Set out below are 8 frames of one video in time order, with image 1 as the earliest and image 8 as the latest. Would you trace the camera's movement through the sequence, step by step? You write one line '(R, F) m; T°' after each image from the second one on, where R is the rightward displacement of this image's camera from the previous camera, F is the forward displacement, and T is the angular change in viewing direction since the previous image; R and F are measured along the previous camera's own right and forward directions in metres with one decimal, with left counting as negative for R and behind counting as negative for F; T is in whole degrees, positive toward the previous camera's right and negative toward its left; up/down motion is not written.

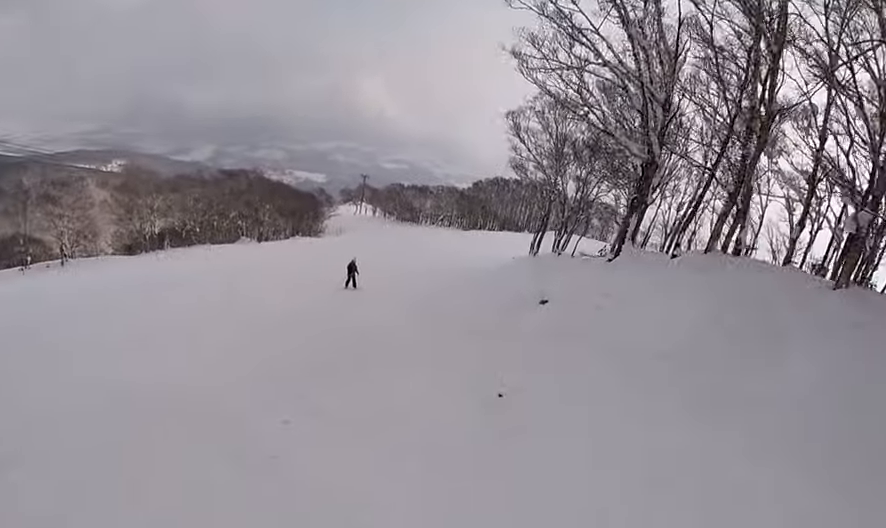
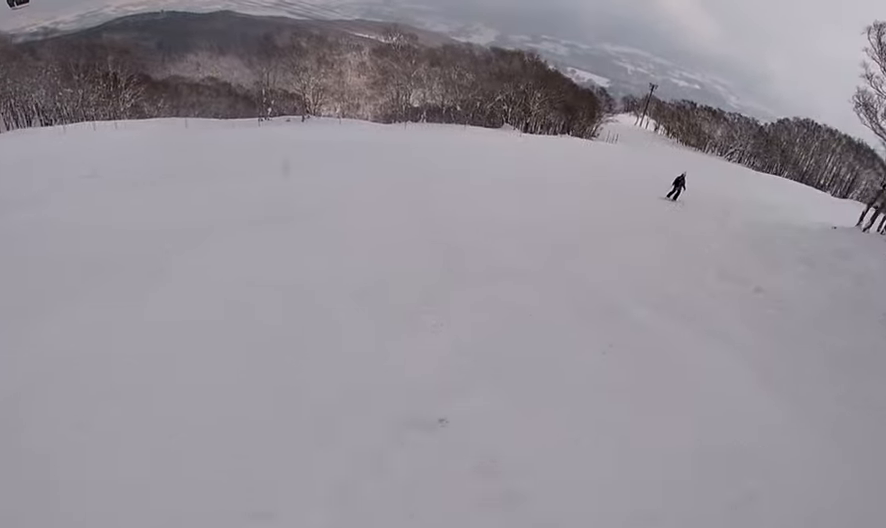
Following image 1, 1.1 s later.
(-0.7, +6.1) m; -18°
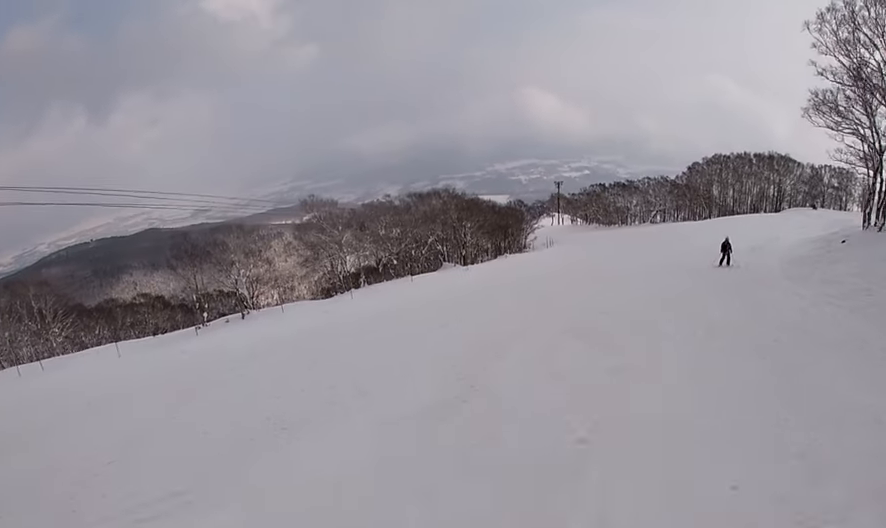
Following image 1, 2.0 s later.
(-1.1, +5.6) m; -8°
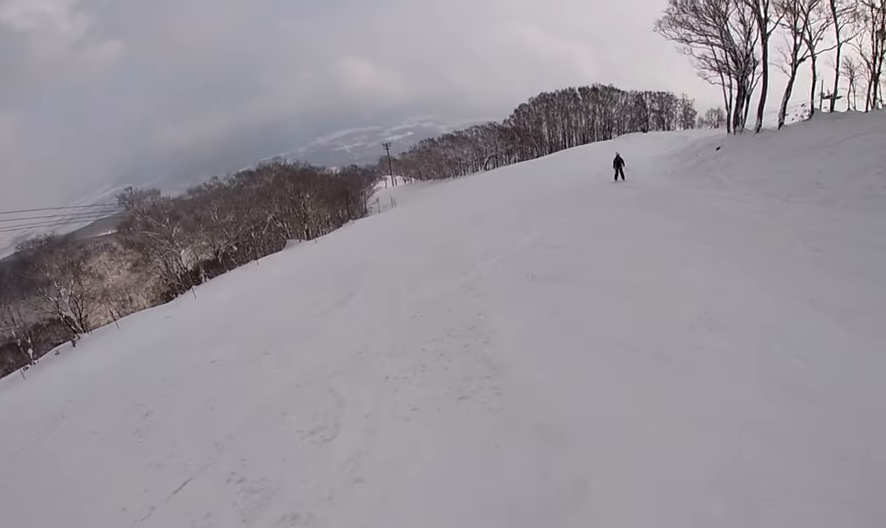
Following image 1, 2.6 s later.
(-0.2, +3.7) m; +9°
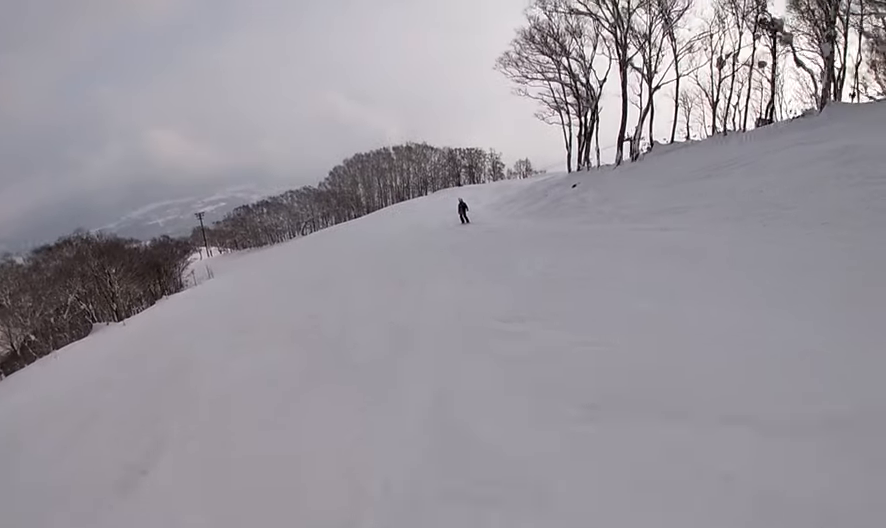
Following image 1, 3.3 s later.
(+0.7, +4.1) m; +17°
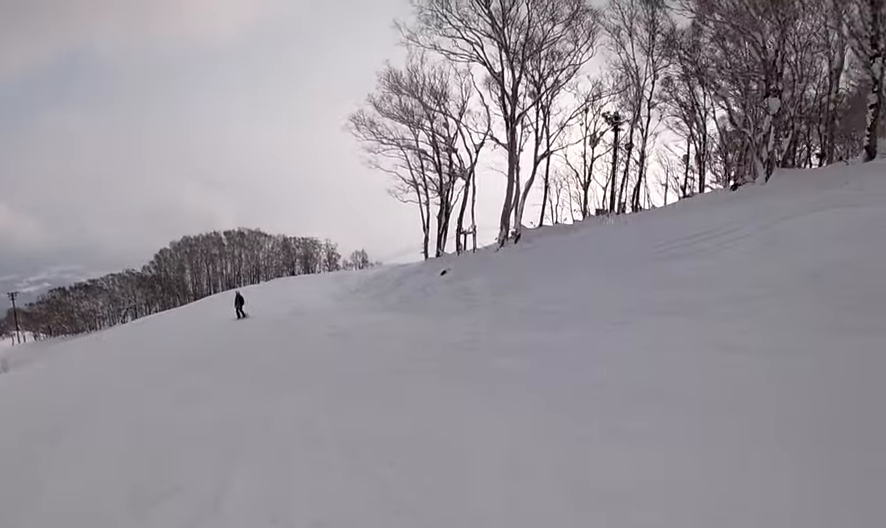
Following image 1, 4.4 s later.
(+1.8, +6.6) m; +19°
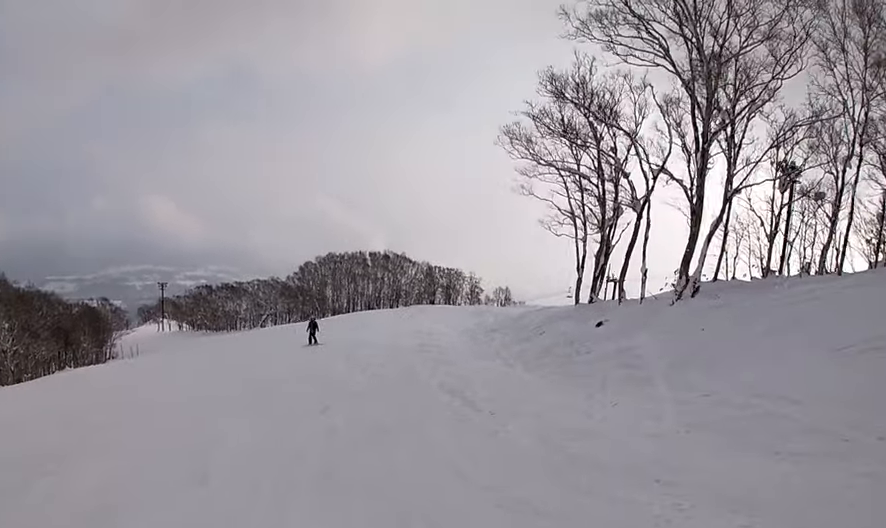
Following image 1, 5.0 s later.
(+0.3, +3.8) m; 0°
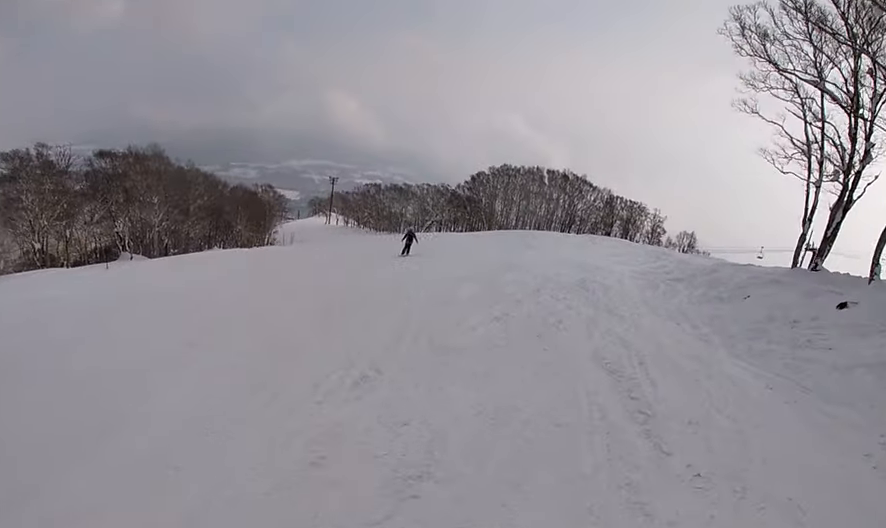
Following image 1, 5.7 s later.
(0.0, +4.3) m; -11°
